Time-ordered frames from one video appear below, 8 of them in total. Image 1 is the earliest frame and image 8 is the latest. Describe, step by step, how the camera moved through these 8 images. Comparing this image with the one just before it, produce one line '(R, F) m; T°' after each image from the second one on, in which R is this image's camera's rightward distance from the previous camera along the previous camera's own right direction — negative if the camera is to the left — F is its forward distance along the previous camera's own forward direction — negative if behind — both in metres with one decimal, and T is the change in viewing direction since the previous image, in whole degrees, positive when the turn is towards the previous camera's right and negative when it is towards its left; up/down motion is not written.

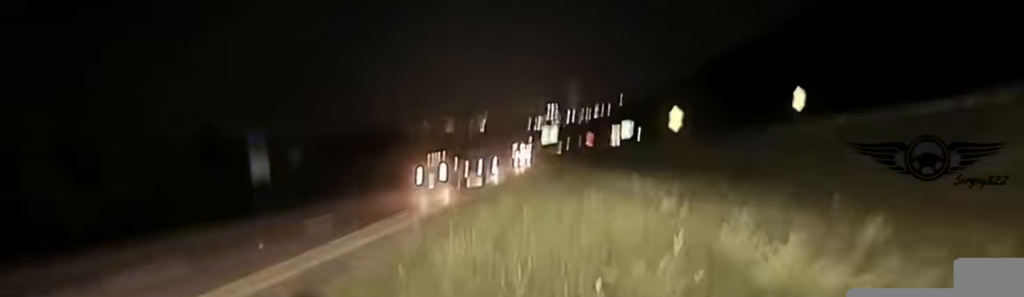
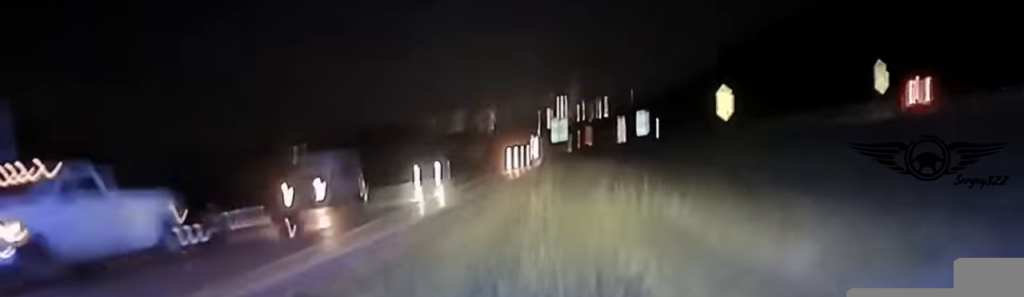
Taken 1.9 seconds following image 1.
(-0.8, +29.8) m; -2°
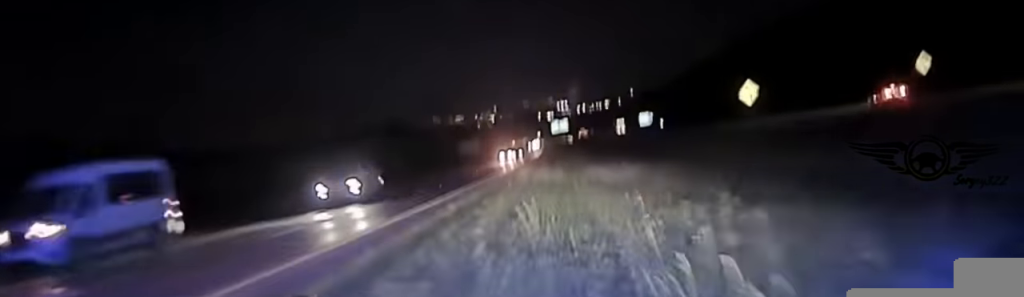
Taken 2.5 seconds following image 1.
(-0.2, +12.0) m; -1°
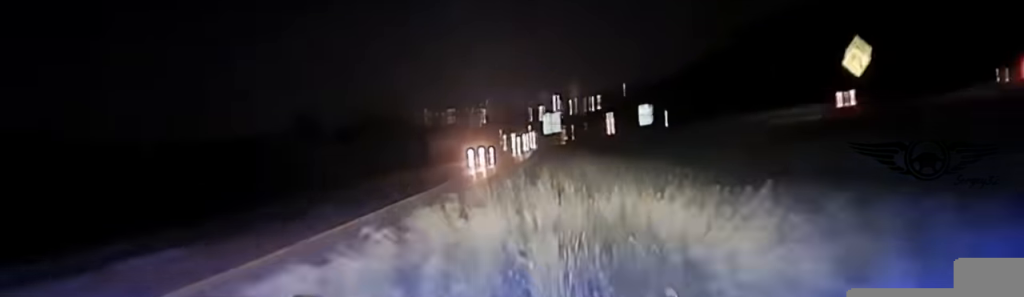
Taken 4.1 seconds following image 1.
(-0.1, +28.4) m; +1°
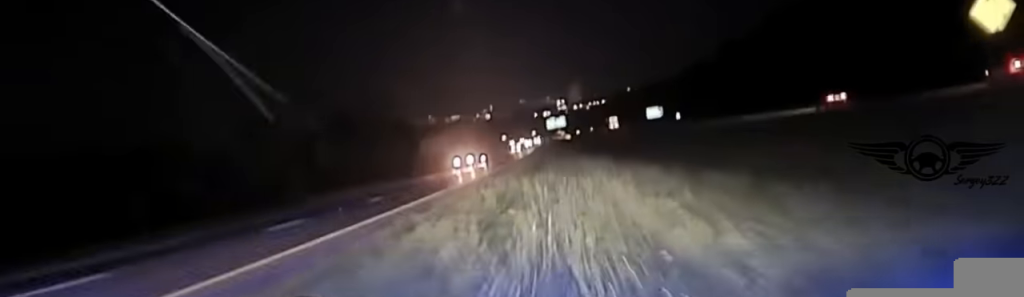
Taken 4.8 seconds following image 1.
(+0.1, +14.9) m; 0°
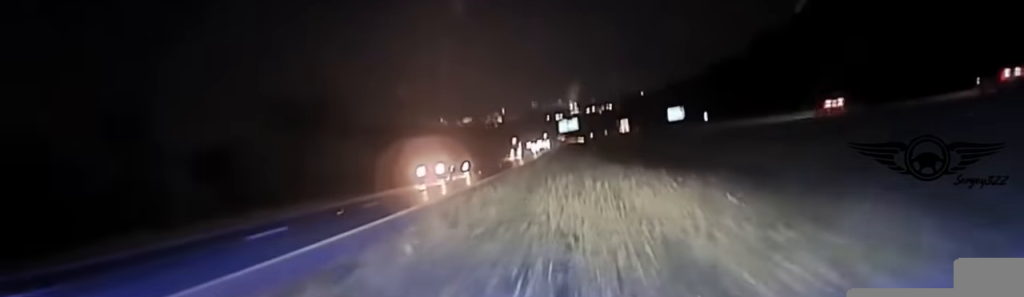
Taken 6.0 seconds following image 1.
(-0.1, +27.0) m; 0°
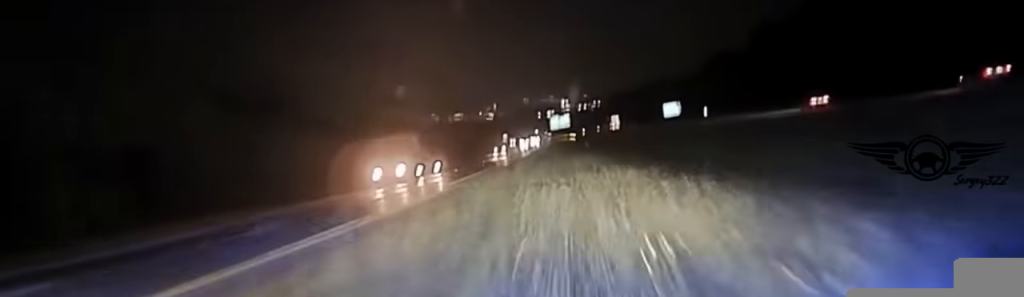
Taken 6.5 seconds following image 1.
(0.0, +12.0) m; 0°
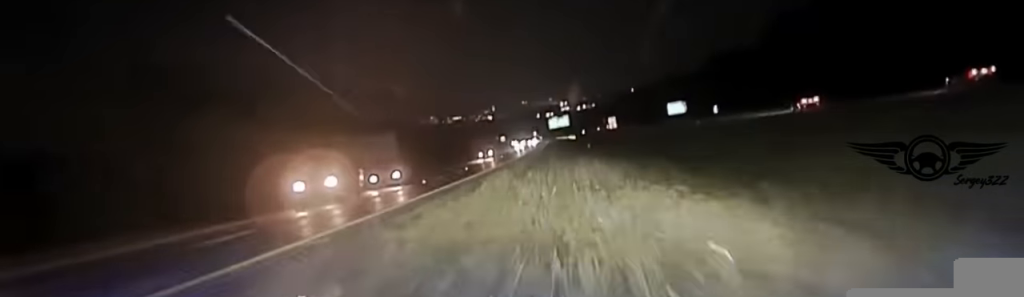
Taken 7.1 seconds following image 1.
(0.0, +16.6) m; 0°
